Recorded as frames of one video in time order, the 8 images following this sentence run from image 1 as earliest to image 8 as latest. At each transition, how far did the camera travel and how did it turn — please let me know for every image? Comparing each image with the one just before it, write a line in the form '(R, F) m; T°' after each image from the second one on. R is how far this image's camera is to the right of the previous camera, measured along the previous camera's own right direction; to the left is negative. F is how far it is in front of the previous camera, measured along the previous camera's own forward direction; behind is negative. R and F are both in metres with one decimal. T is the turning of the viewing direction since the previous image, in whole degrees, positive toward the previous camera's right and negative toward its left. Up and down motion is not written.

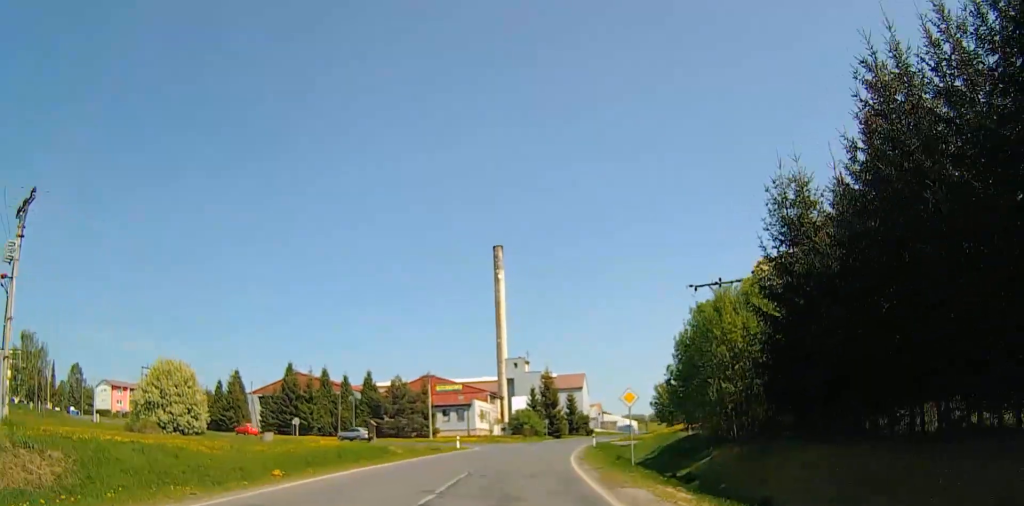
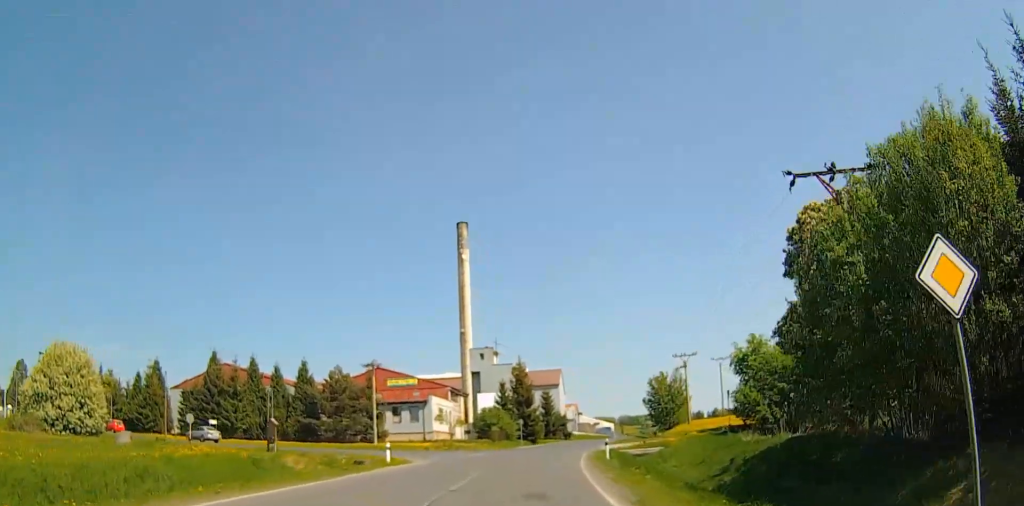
(+2.5, +17.7) m; +9°
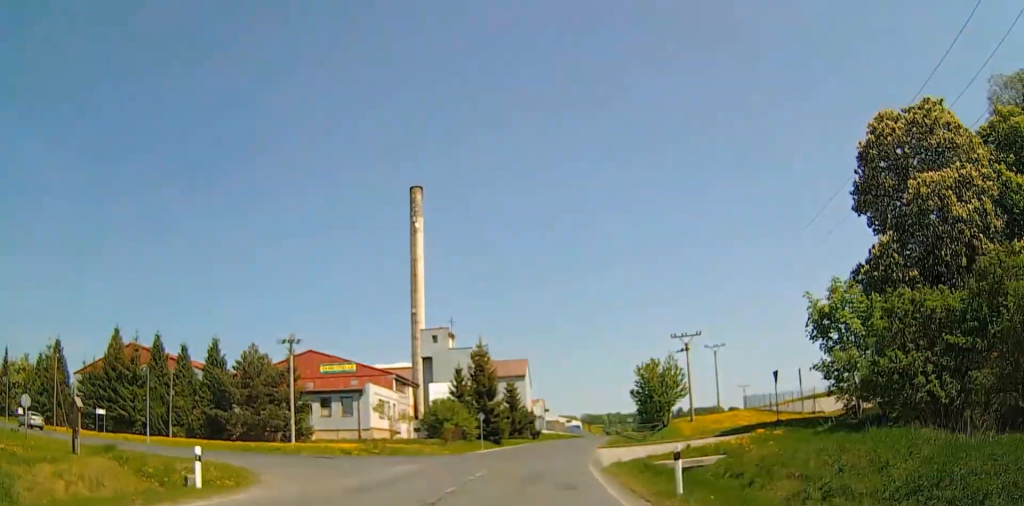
(-0.8, +16.7) m; -6°
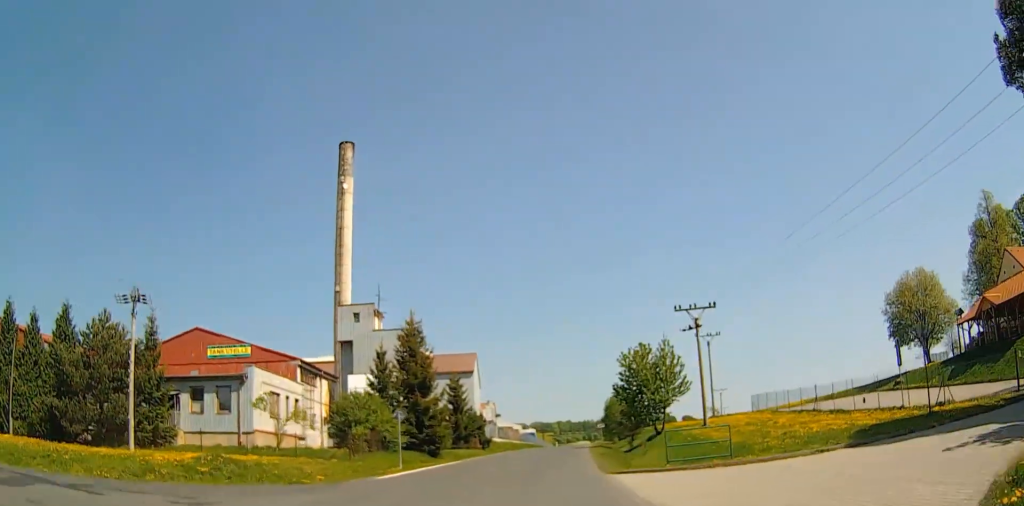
(+0.7, +18.8) m; +8°
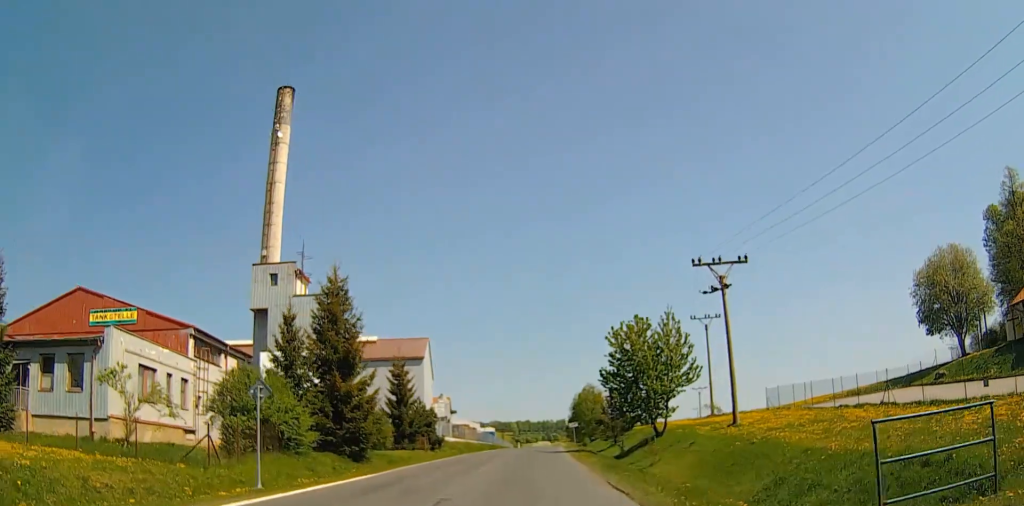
(+1.1, +13.7) m; +5°
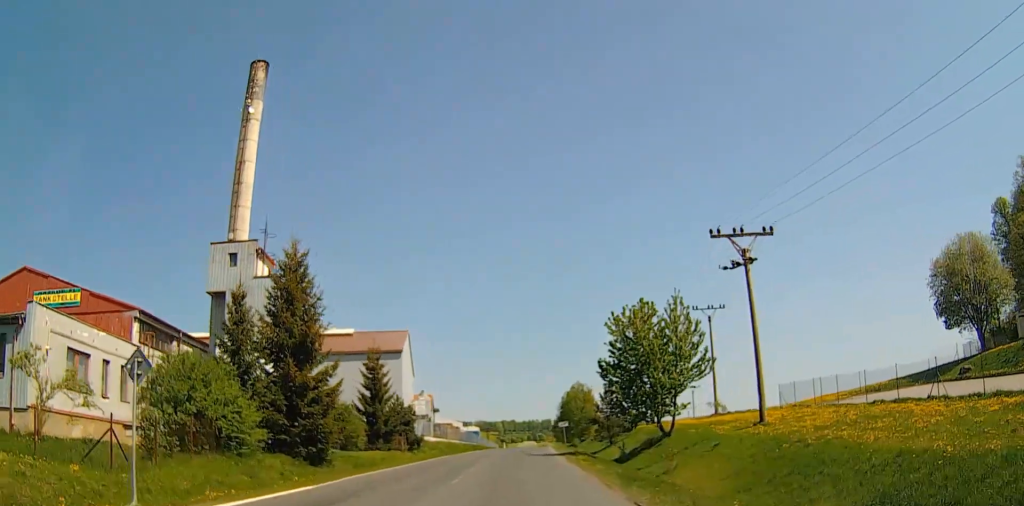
(0.0, +5.6) m; 0°
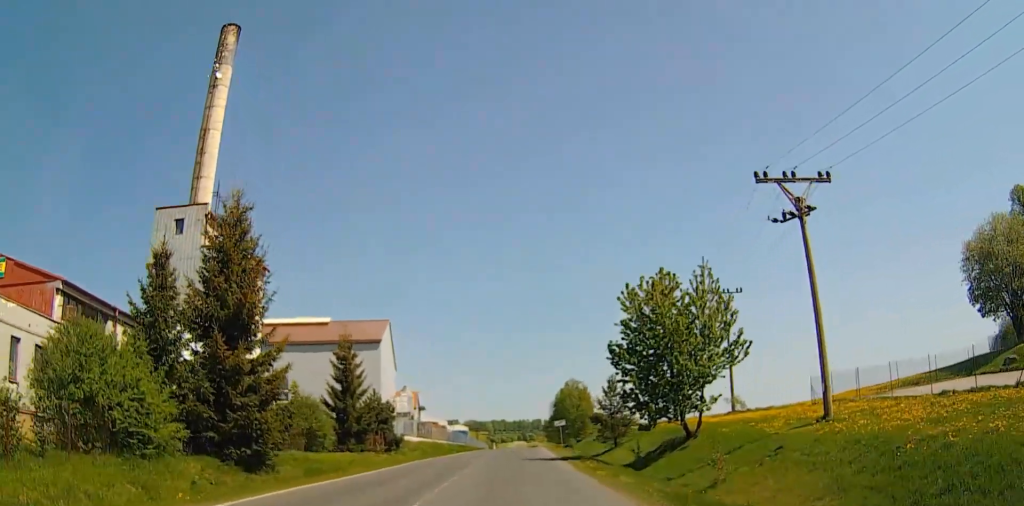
(0.0, +7.1) m; +1°
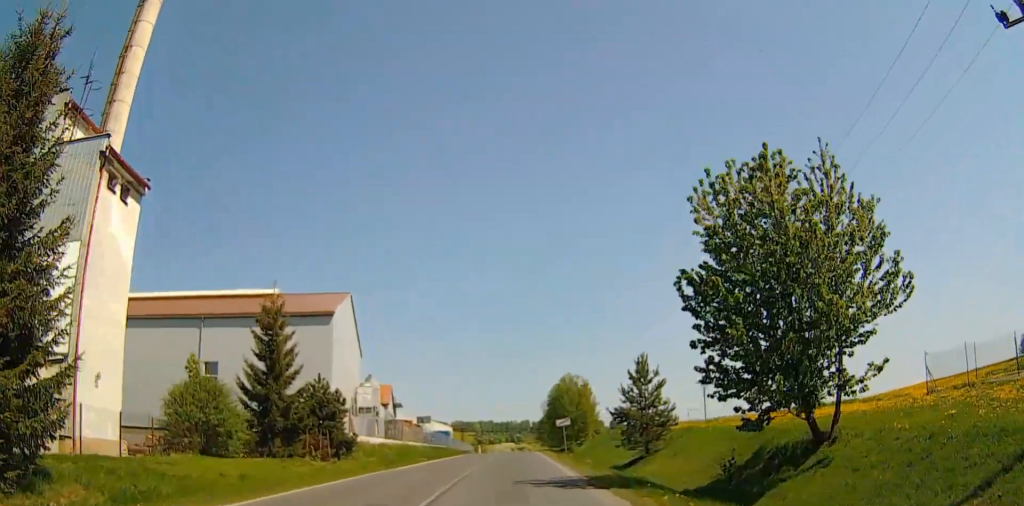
(+0.3, +14.4) m; +5°
